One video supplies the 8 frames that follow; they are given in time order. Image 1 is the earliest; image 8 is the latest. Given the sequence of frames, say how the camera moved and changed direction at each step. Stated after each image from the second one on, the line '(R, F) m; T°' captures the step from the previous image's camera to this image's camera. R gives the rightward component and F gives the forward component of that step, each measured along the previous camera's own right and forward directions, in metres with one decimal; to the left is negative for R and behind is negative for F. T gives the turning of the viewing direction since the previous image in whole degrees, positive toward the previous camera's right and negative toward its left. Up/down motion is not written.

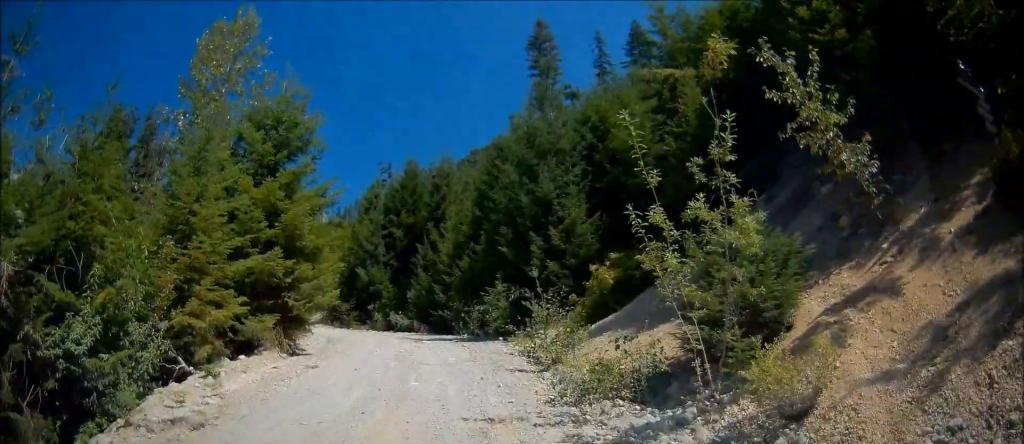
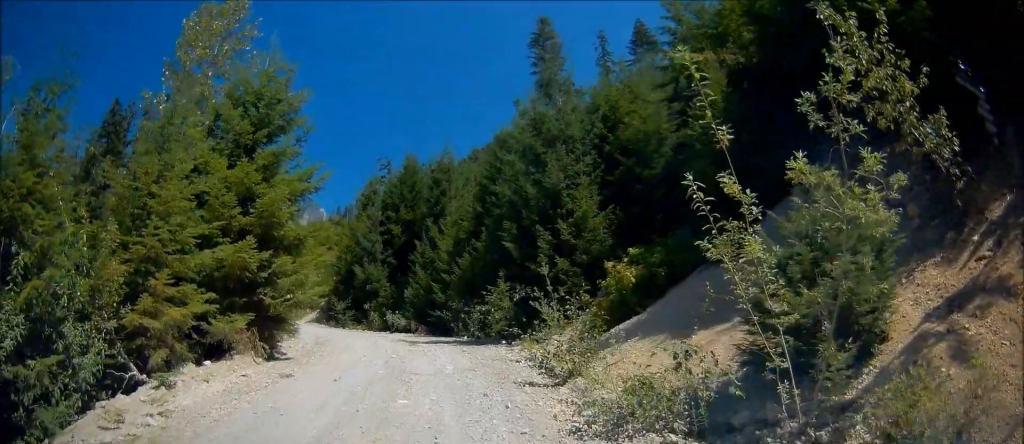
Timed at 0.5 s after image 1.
(-0.1, +2.0) m; +2°
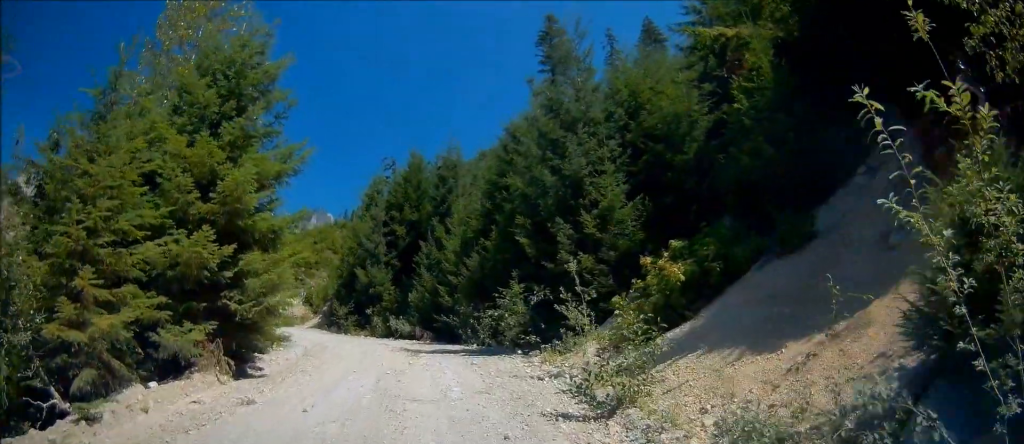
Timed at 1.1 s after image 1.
(+0.2, +2.5) m; 0°
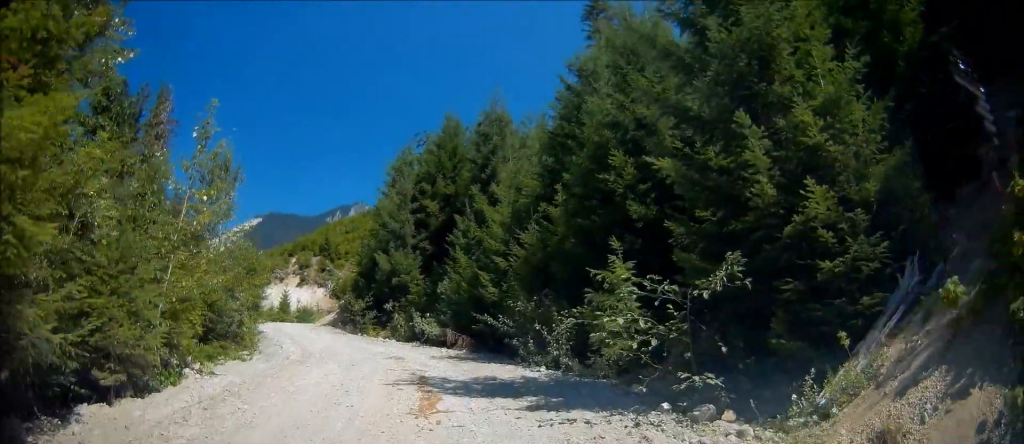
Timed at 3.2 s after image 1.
(-0.4, +9.7) m; -2°
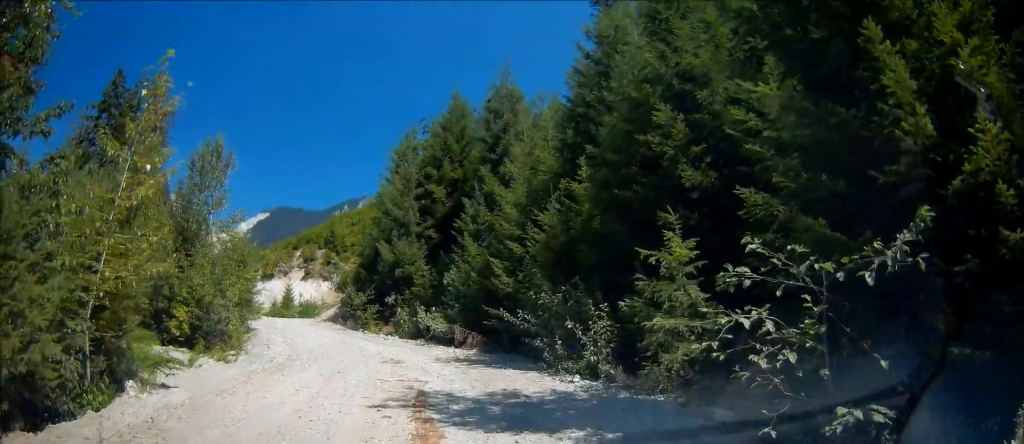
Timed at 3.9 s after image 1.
(+0.1, +3.3) m; +1°
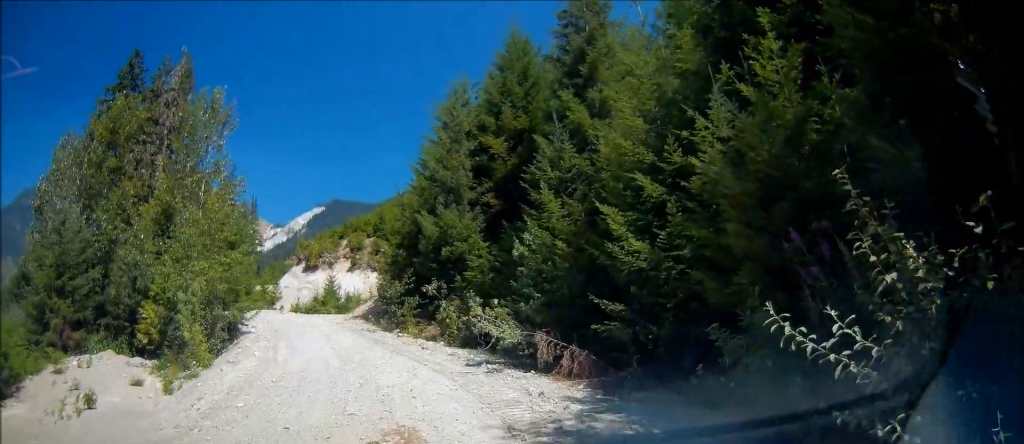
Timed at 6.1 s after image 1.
(-0.7, +10.1) m; -8°
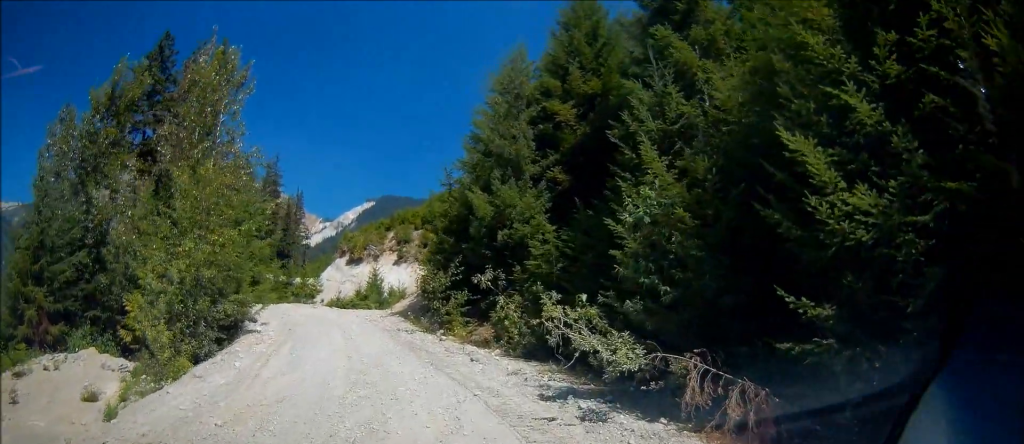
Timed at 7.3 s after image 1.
(0.0, +5.7) m; -4°
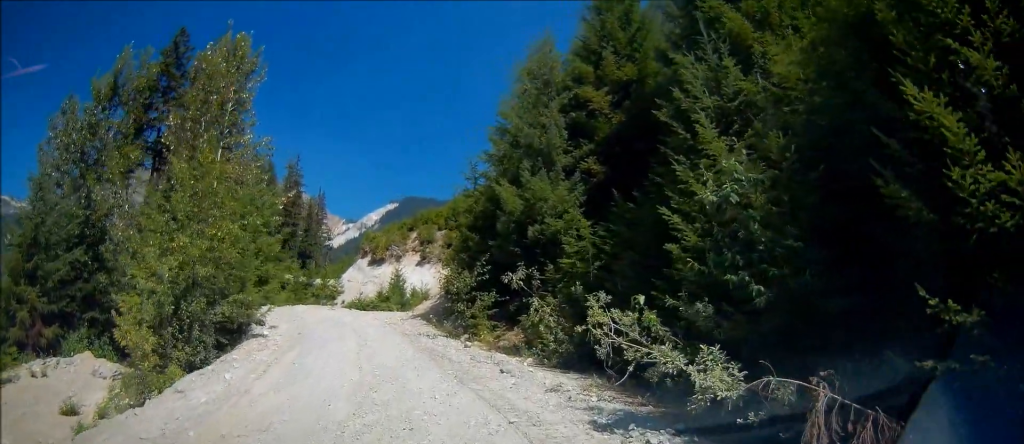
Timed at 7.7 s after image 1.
(0.0, +2.0) m; -2°
